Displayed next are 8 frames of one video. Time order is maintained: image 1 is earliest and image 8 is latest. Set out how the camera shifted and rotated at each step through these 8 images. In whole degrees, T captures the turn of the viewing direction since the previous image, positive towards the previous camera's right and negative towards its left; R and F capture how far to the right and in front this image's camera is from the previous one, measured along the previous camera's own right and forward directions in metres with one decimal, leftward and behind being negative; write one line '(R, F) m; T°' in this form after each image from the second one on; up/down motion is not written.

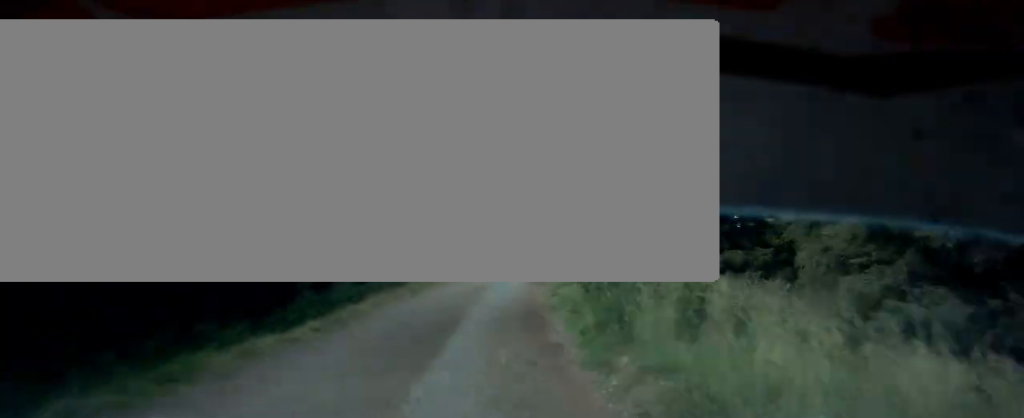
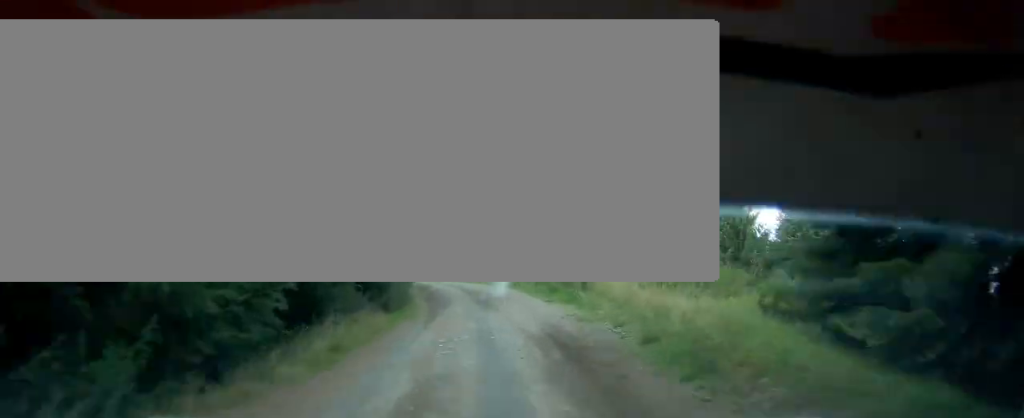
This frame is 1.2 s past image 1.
(-0.5, +34.0) m; -5°
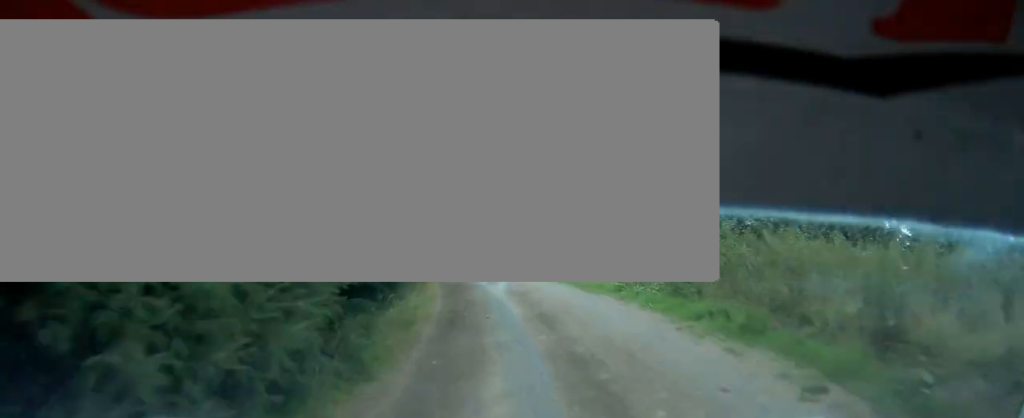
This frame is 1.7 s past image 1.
(-0.9, +13.7) m; -4°
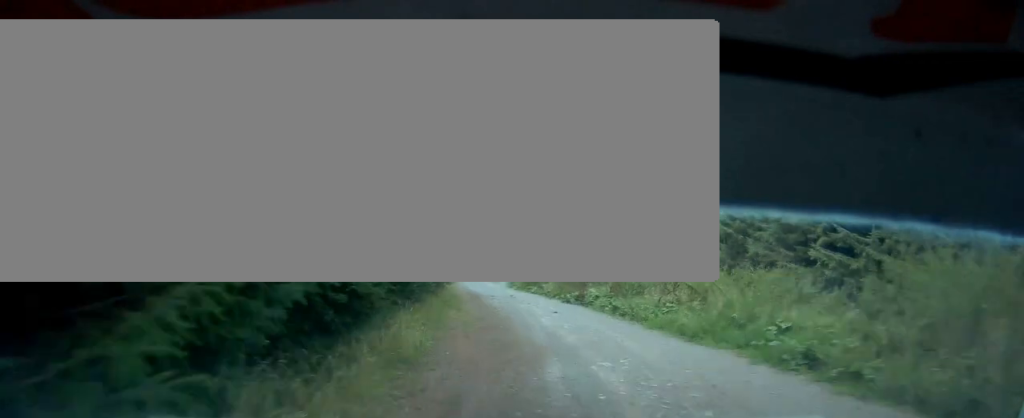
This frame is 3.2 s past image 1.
(-3.7, +39.6) m; -9°
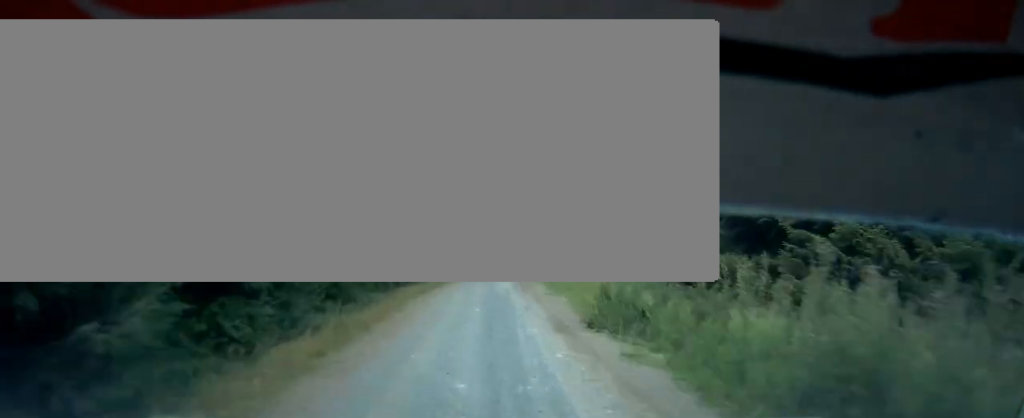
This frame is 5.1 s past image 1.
(-2.9, +58.9) m; -5°
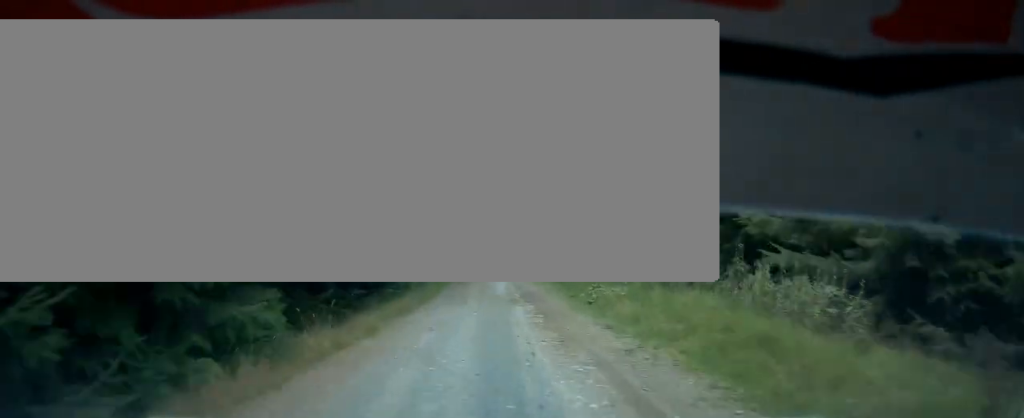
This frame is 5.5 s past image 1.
(0.0, +12.2) m; 0°
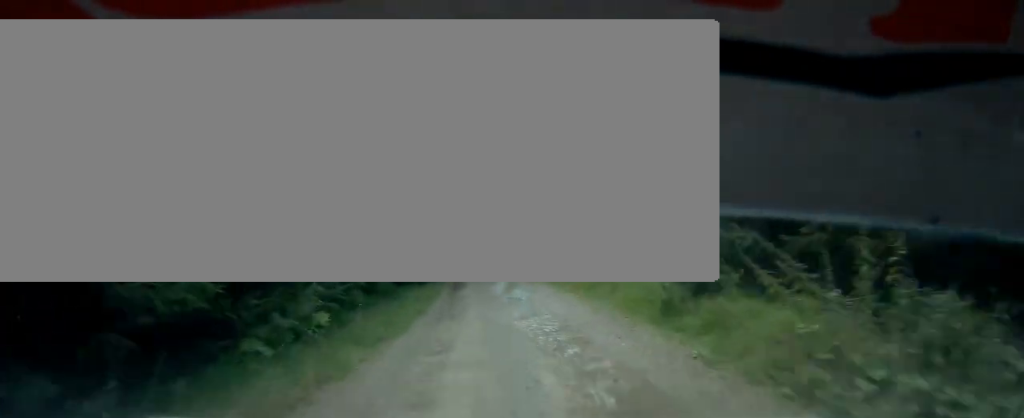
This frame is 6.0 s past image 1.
(-0.1, +14.3) m; +1°
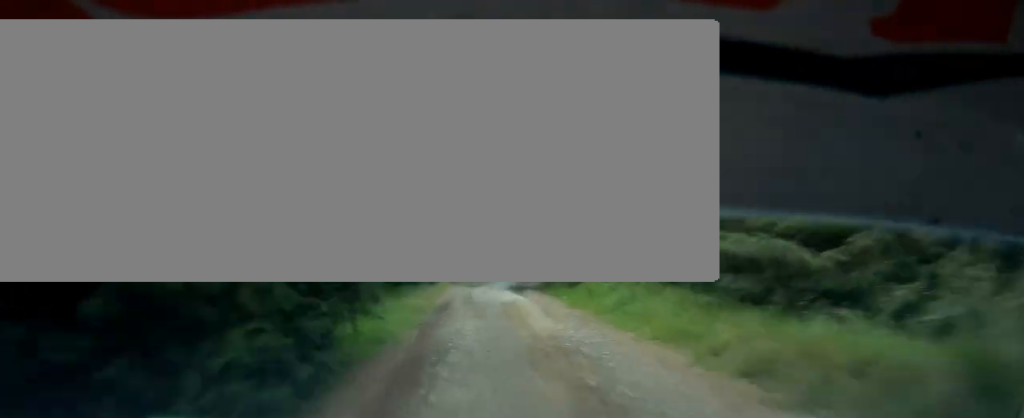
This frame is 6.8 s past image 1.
(+0.4, +22.4) m; +1°
